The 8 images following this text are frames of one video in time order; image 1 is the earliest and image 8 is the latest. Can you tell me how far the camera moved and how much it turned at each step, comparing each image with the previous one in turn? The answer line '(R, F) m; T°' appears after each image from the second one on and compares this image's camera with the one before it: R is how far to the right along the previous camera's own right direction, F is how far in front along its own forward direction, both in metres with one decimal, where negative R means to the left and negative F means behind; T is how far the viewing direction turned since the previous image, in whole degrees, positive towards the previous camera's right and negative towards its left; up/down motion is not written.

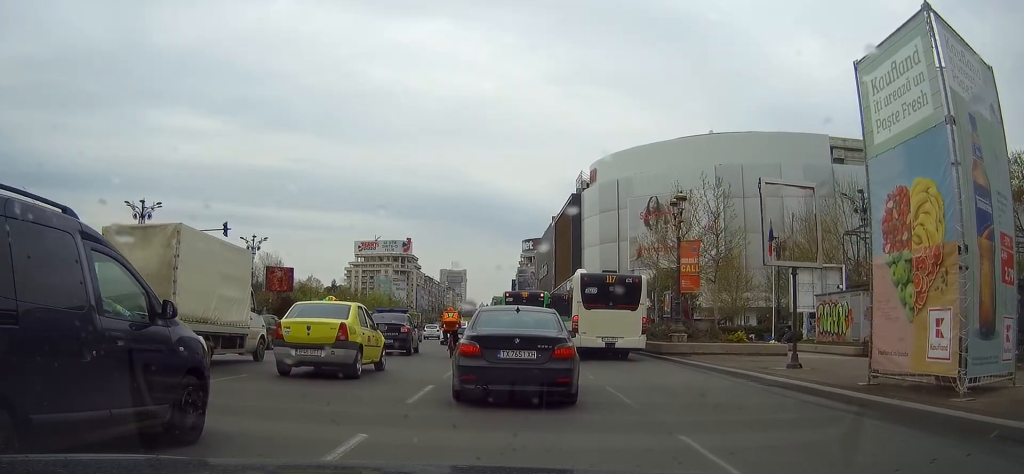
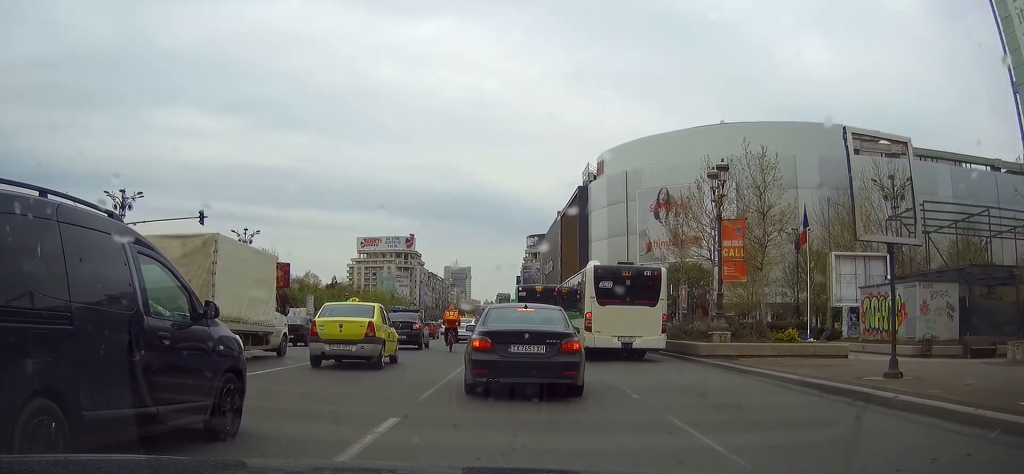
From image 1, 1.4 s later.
(0.0, +4.2) m; 0°
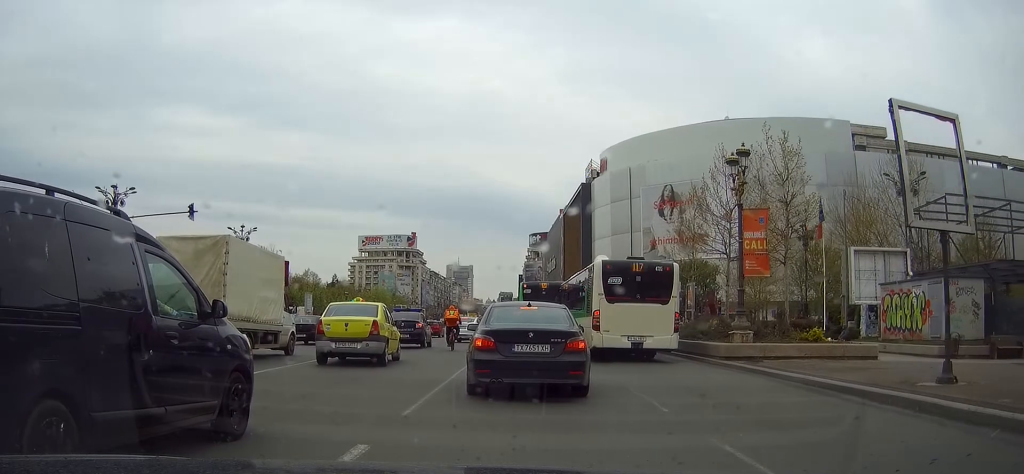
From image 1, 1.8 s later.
(0.0, +1.4) m; 0°
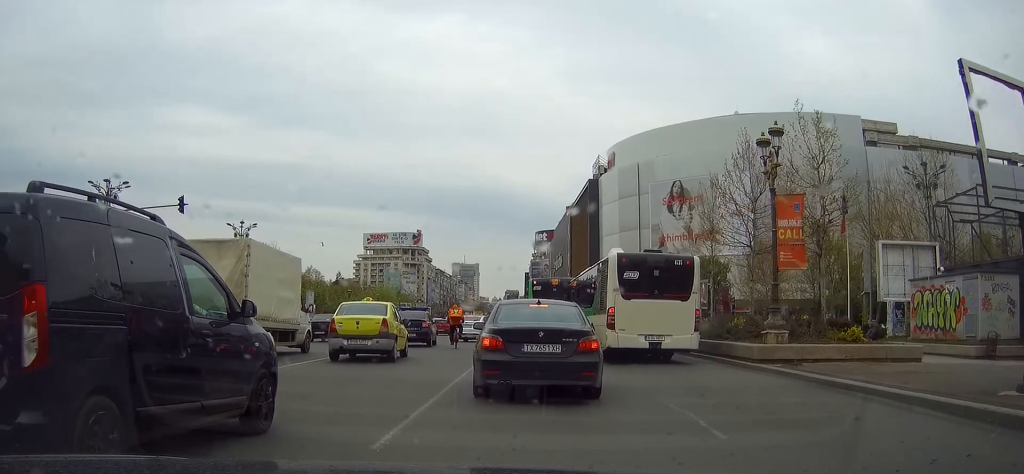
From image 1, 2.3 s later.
(0.0, +1.7) m; -1°
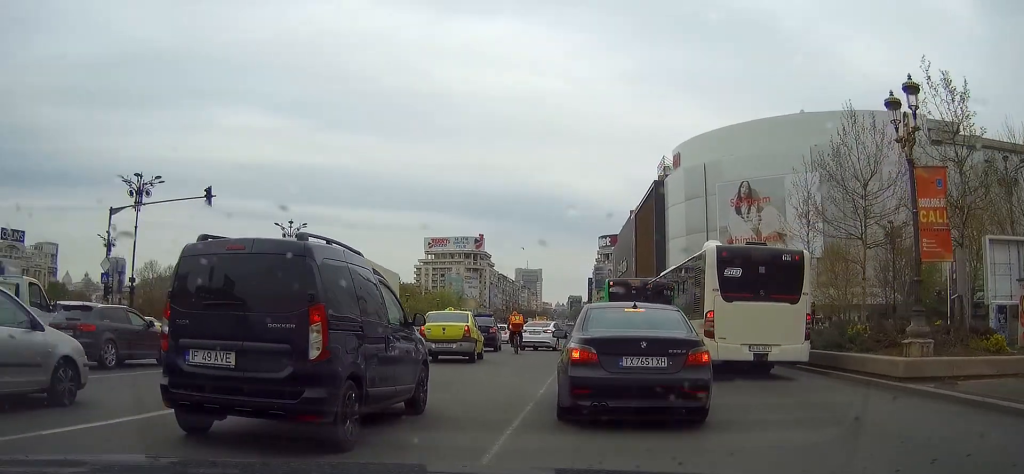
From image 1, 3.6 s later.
(-0.1, +4.1) m; -5°
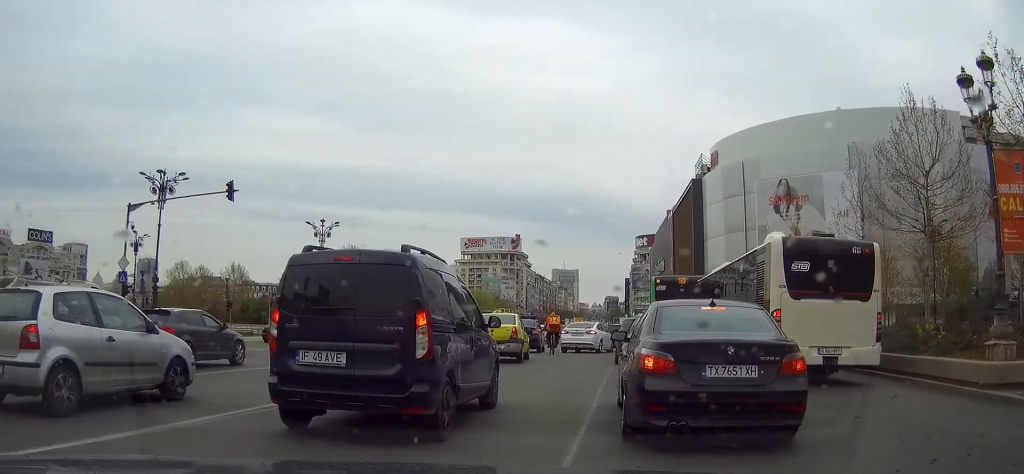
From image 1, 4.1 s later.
(0.0, +1.7) m; -2°
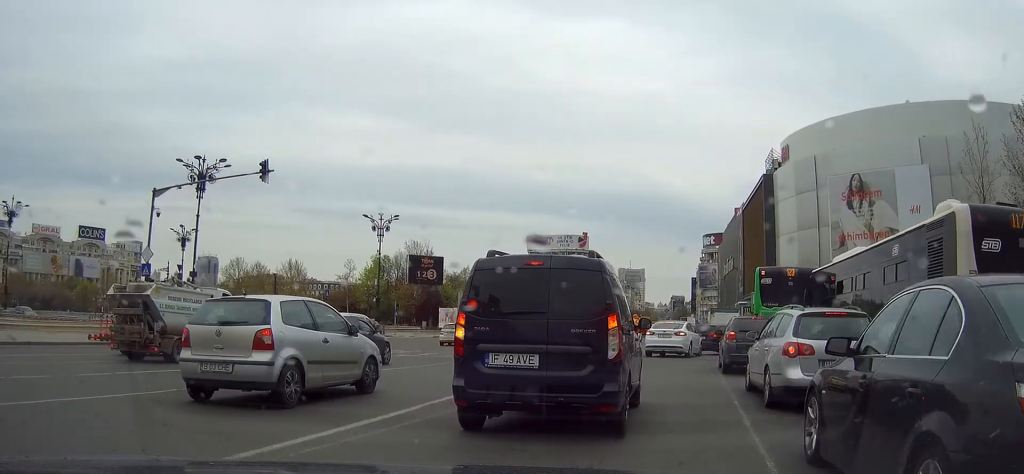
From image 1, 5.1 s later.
(-0.1, +3.8) m; 0°
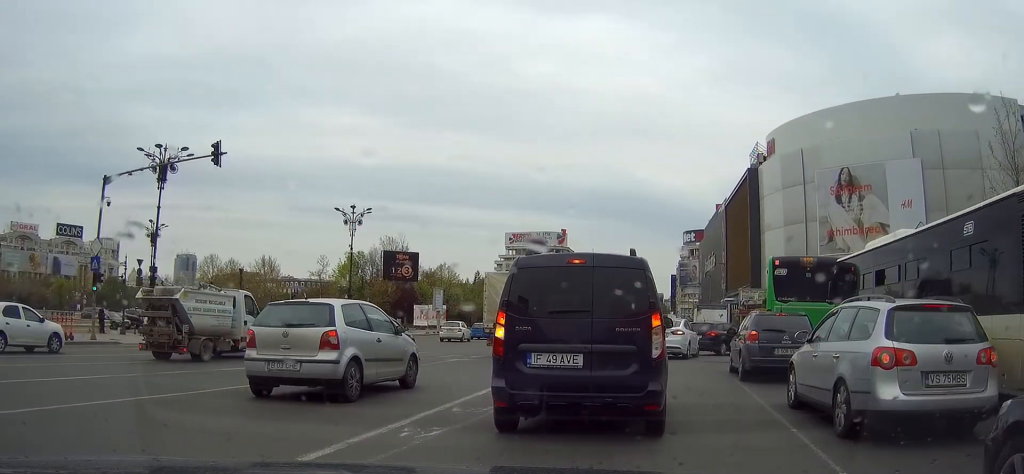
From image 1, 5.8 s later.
(+0.1, +2.8) m; +1°
